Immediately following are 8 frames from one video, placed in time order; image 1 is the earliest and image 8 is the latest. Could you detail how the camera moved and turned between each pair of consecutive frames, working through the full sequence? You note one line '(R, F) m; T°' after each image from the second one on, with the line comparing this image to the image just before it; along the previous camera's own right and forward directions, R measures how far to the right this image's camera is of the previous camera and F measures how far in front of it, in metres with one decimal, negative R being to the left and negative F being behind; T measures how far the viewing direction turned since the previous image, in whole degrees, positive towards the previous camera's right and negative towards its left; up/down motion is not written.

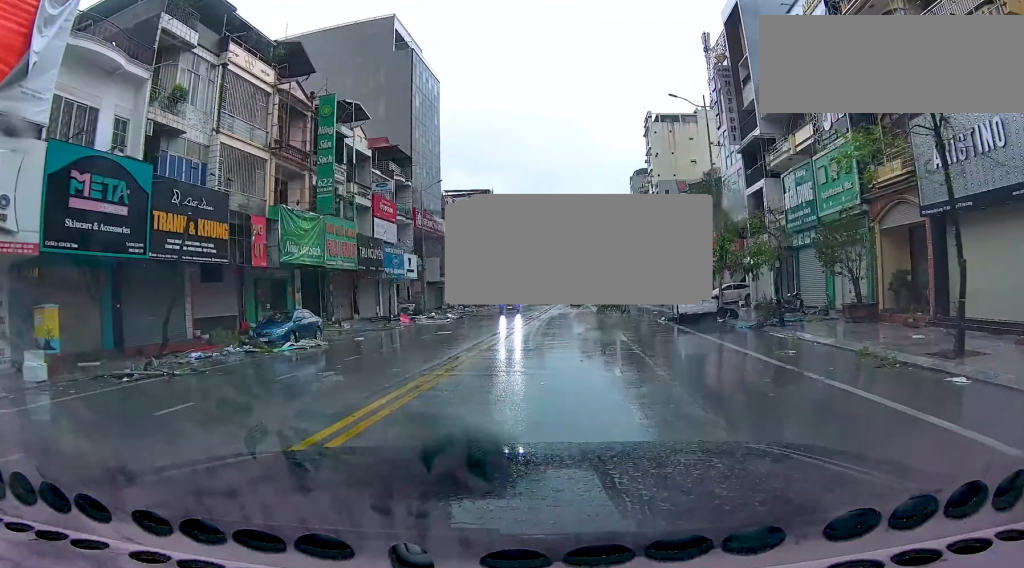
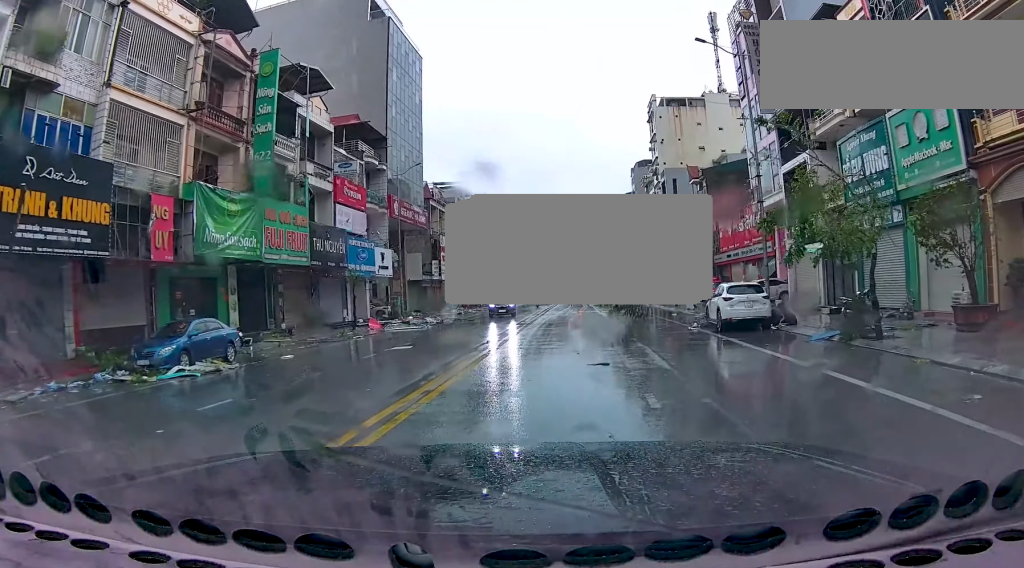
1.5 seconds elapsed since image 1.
(-0.7, +7.0) m; -6°
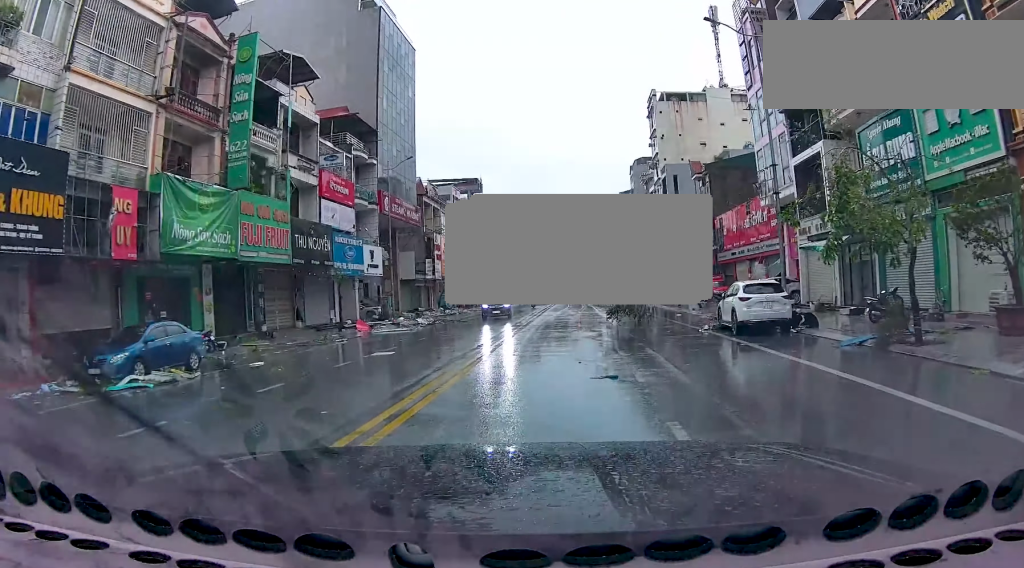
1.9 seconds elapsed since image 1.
(+0.1, +2.0) m; +5°
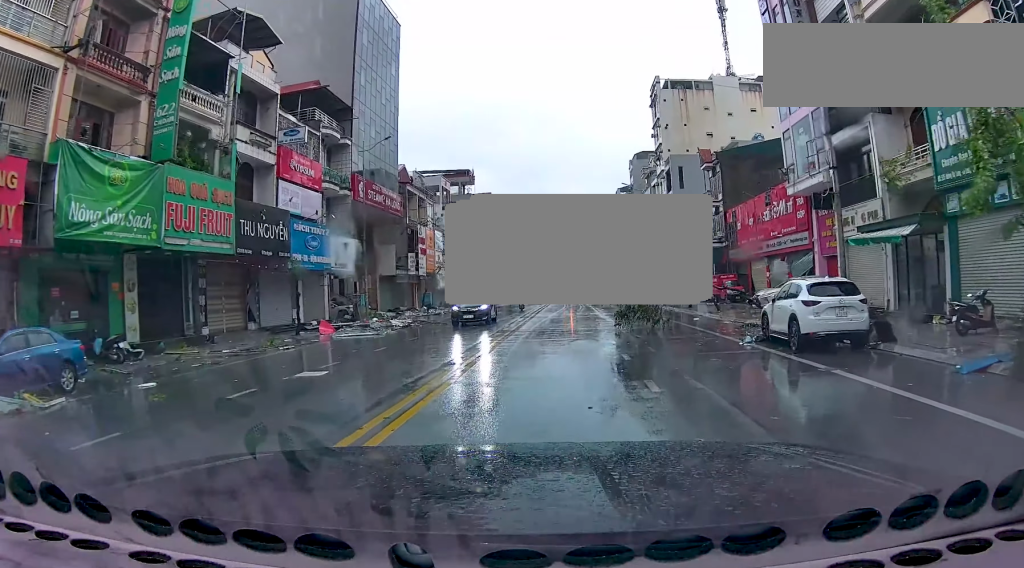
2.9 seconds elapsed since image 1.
(+0.5, +4.9) m; +6°
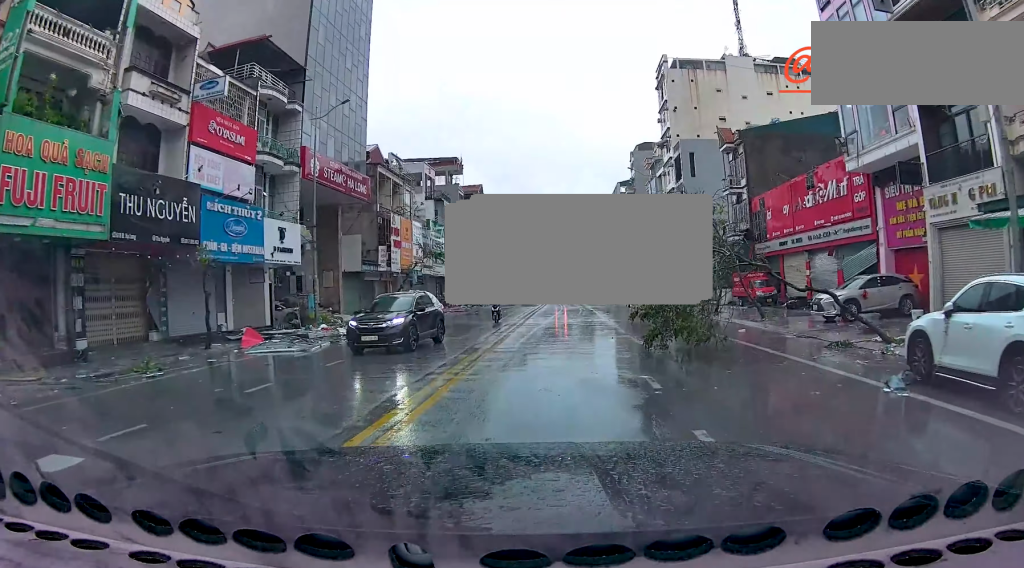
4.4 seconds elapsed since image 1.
(-0.2, +7.5) m; -7°
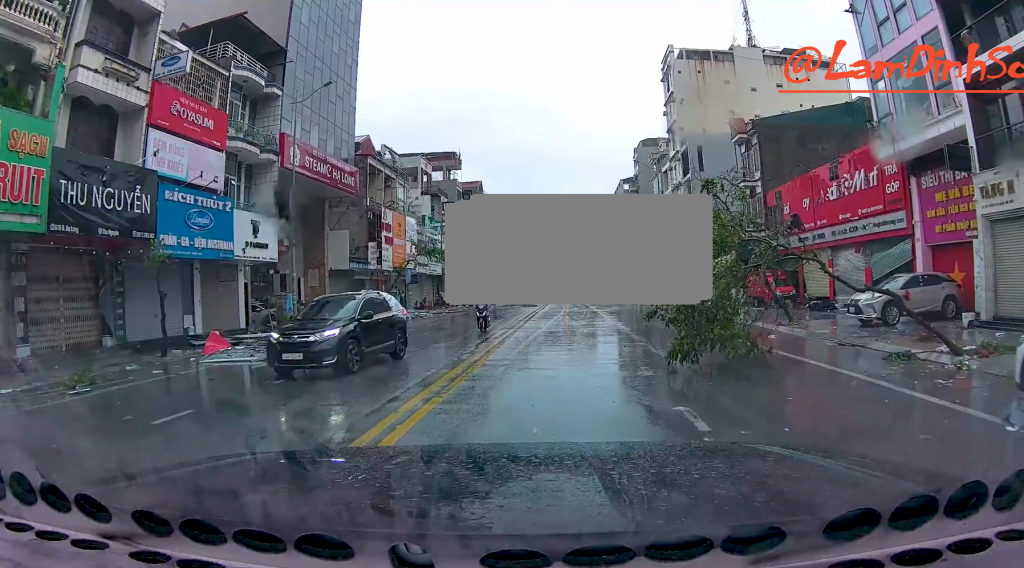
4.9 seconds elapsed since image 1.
(-0.1, +2.8) m; 0°
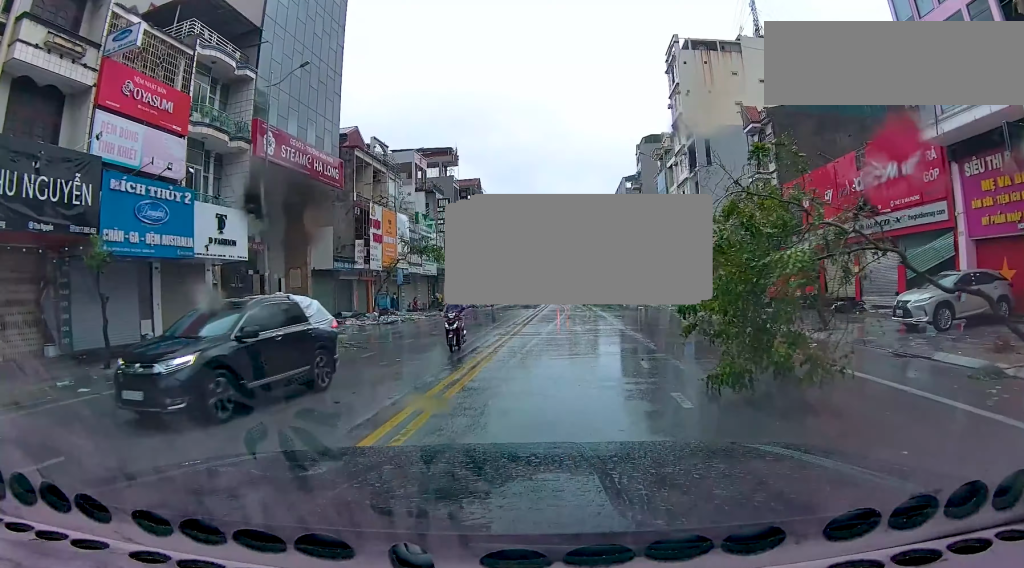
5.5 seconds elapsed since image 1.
(-0.1, +2.9) m; 0°
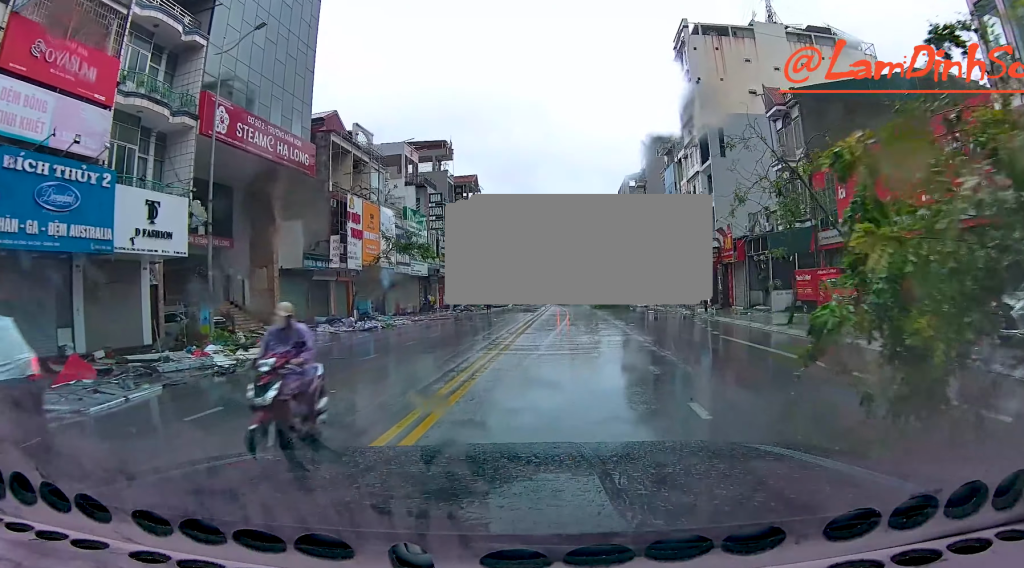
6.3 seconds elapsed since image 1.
(+0.1, +4.6) m; 0°
